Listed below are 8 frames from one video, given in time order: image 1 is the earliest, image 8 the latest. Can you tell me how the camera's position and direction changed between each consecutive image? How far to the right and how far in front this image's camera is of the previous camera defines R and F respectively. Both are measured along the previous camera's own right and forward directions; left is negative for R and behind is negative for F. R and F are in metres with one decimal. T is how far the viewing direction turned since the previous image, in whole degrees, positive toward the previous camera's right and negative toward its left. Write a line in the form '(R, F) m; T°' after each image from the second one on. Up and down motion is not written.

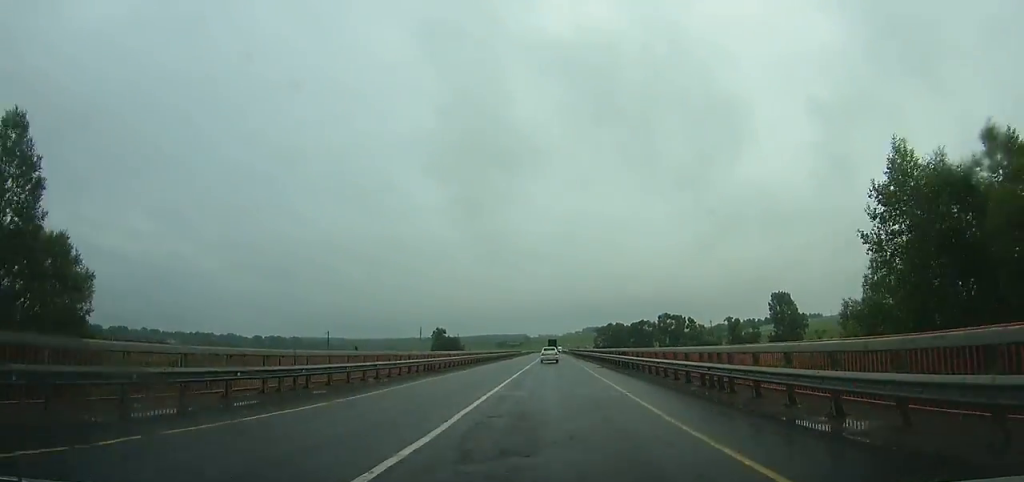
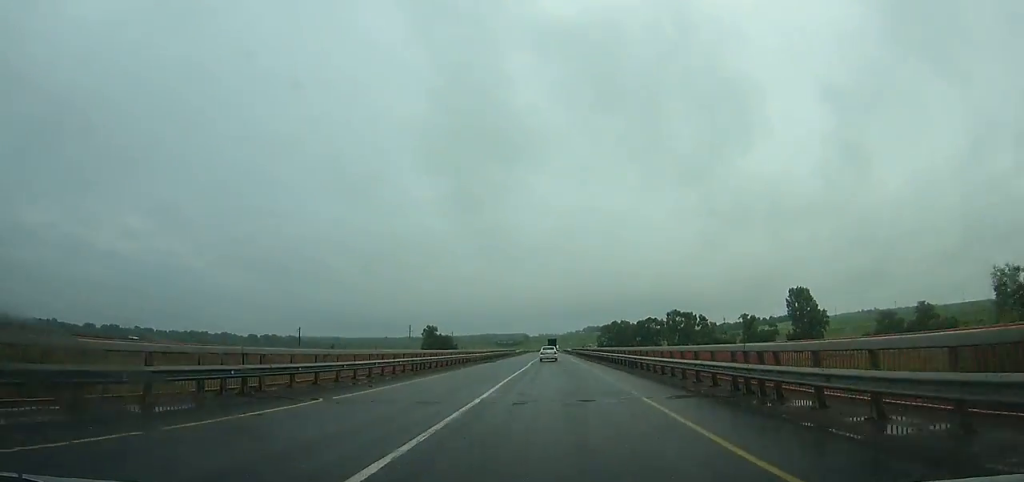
(+0.1, +24.7) m; 0°
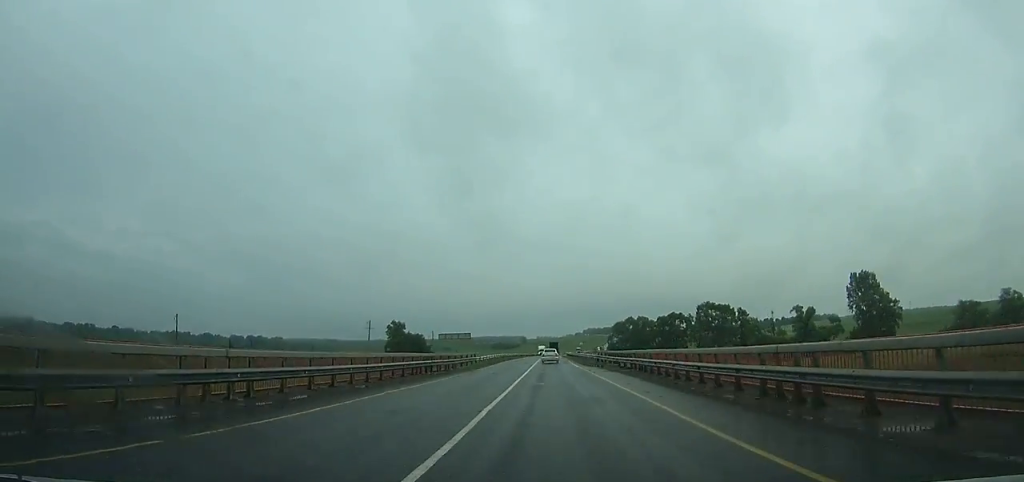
(-0.4, +63.1) m; -1°
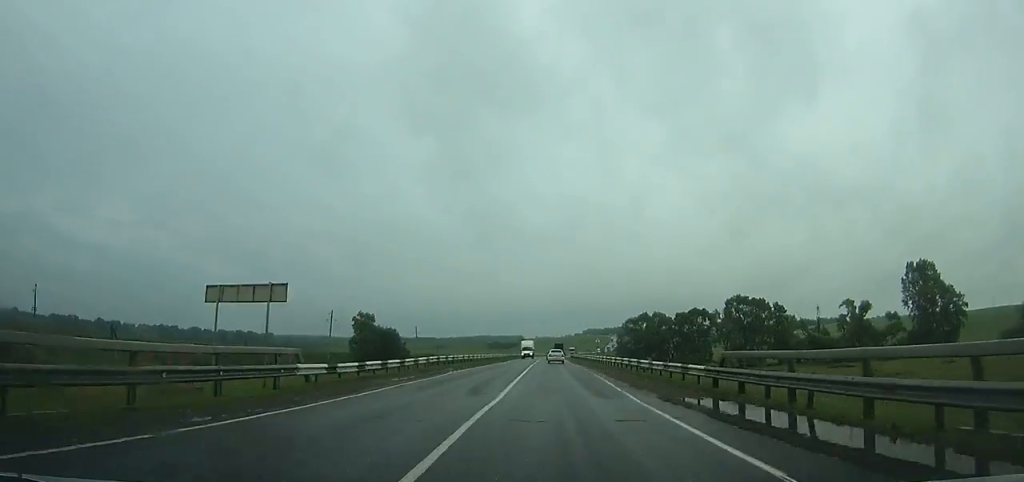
(-0.2, +40.5) m; 0°
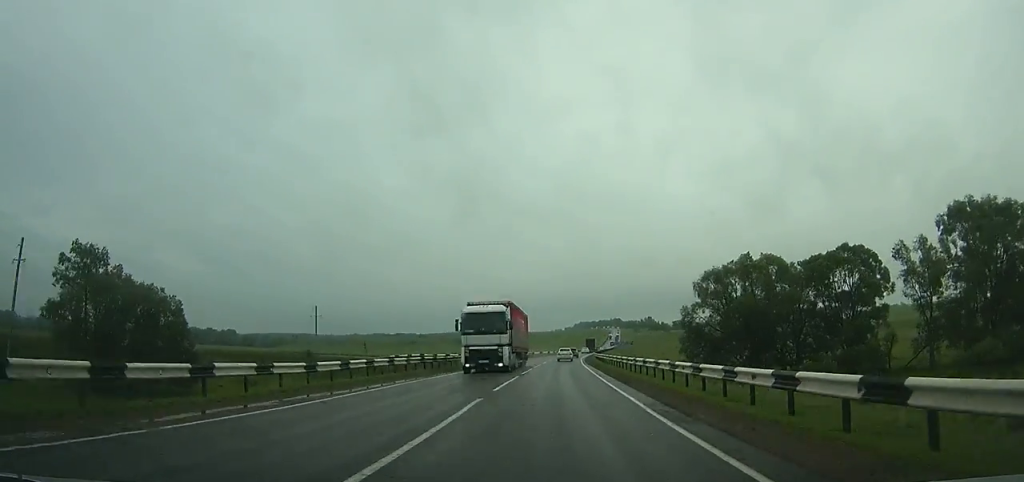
(+1.6, +120.1) m; +2°
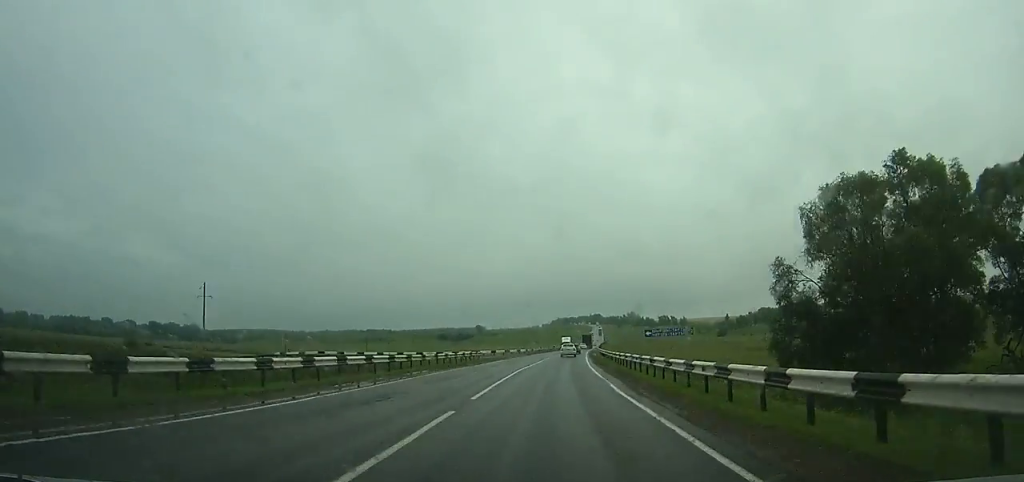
(+0.8, +50.7) m; +2°
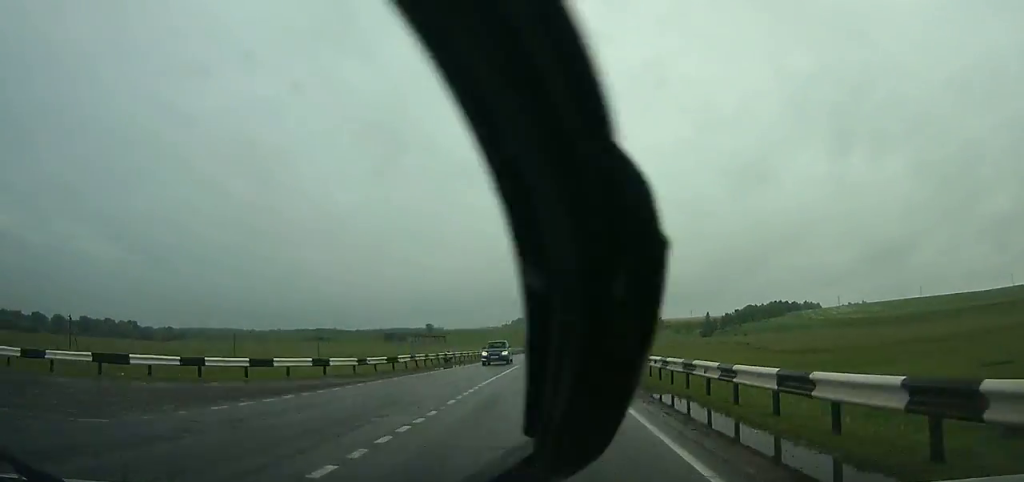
(+2.1, +72.0) m; +3°
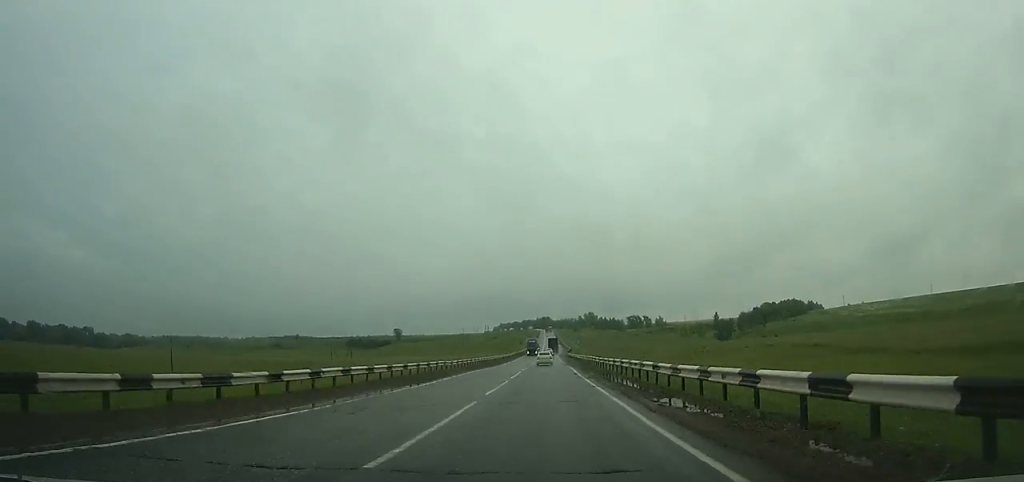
(+1.2, +77.6) m; +1°
